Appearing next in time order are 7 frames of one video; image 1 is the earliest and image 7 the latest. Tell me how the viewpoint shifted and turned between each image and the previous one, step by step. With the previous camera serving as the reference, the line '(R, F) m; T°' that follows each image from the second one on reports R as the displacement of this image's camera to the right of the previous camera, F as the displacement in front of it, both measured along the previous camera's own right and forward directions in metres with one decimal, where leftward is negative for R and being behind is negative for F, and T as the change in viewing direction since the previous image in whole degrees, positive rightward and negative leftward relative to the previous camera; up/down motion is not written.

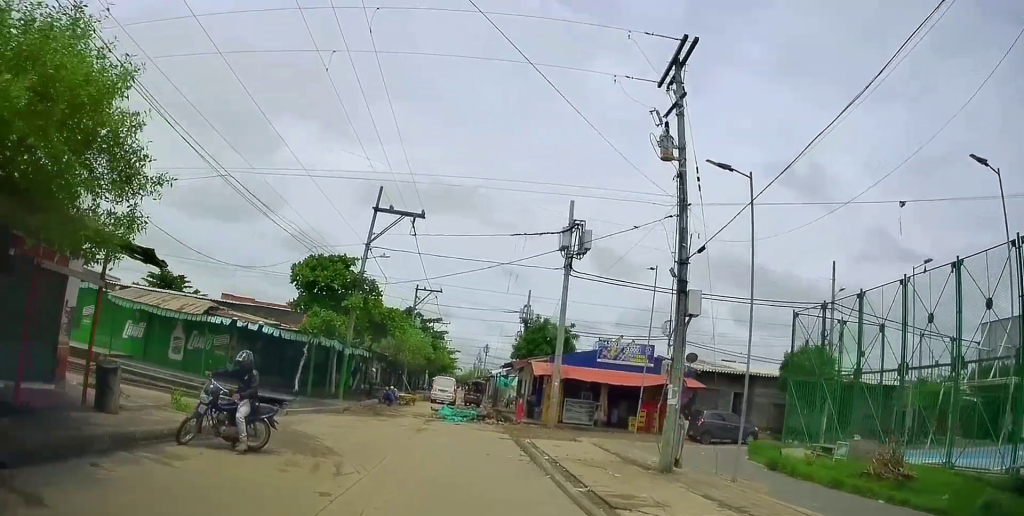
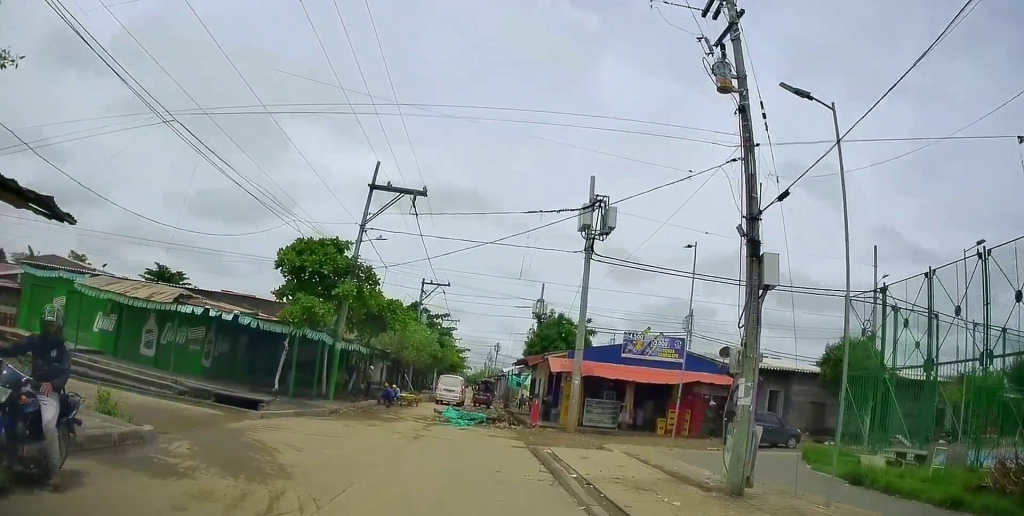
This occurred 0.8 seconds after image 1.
(-0.1, +3.6) m; +6°
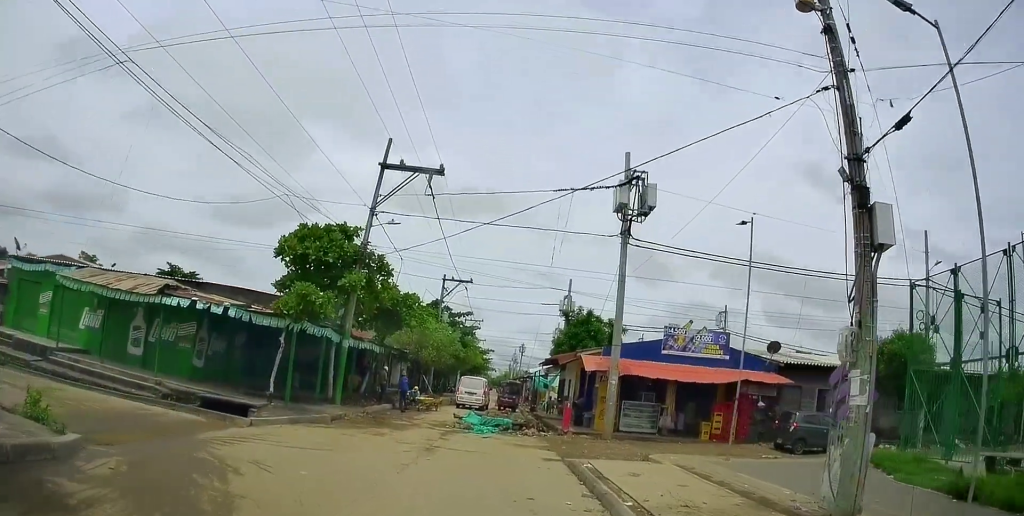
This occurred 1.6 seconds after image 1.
(+0.1, +2.9) m; +10°
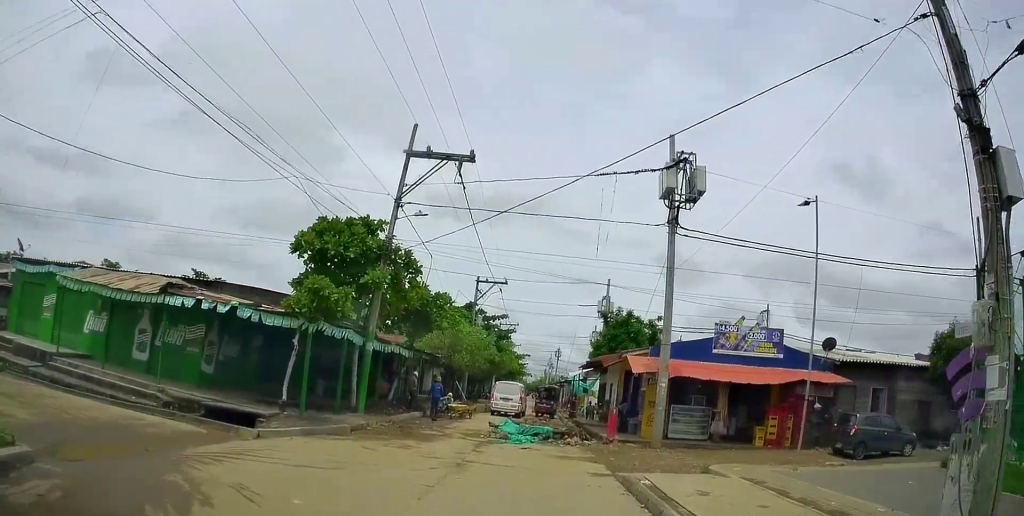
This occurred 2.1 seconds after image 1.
(+0.4, +1.9) m; -6°
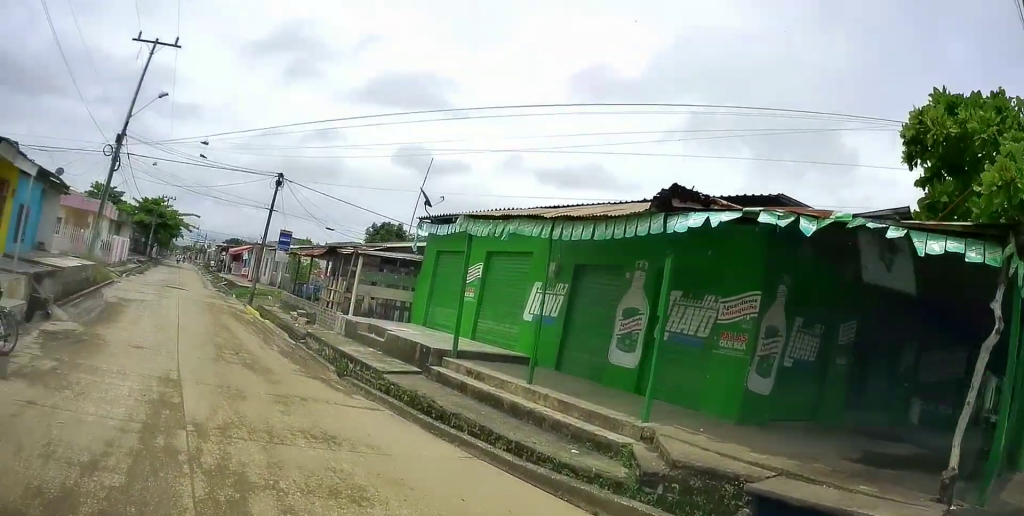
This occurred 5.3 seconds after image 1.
(-4.8, +8.8) m; -50°
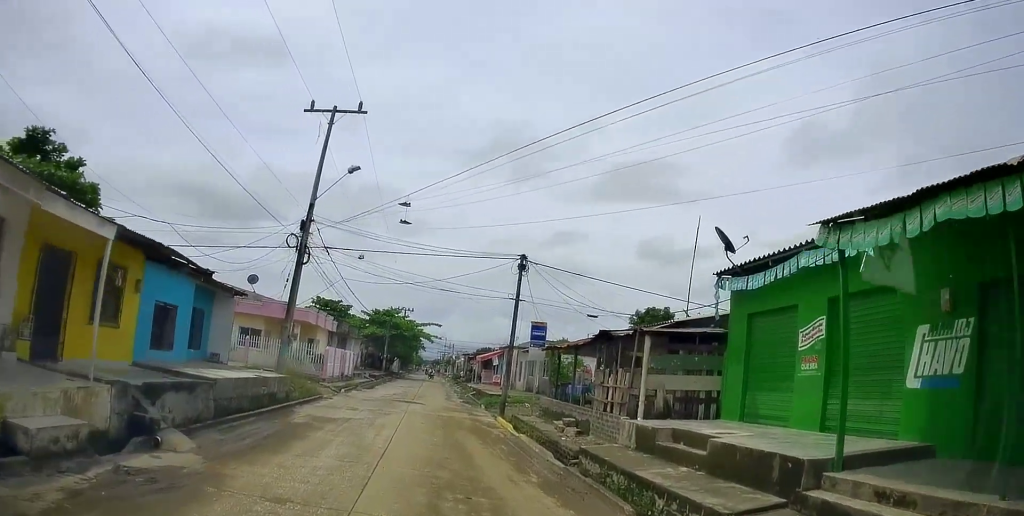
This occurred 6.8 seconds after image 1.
(-1.0, +4.4) m; -31°
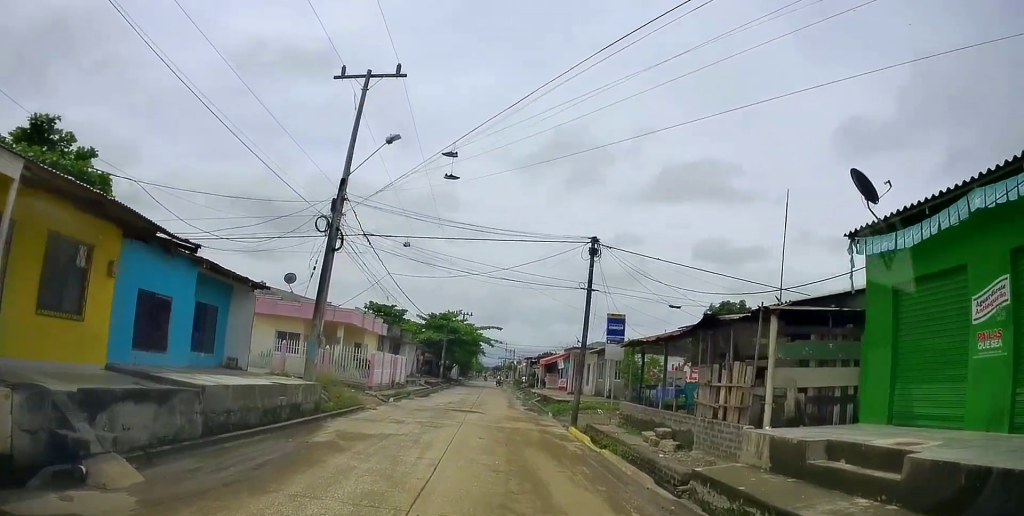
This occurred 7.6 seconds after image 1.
(-0.6, +2.6) m; -13°
